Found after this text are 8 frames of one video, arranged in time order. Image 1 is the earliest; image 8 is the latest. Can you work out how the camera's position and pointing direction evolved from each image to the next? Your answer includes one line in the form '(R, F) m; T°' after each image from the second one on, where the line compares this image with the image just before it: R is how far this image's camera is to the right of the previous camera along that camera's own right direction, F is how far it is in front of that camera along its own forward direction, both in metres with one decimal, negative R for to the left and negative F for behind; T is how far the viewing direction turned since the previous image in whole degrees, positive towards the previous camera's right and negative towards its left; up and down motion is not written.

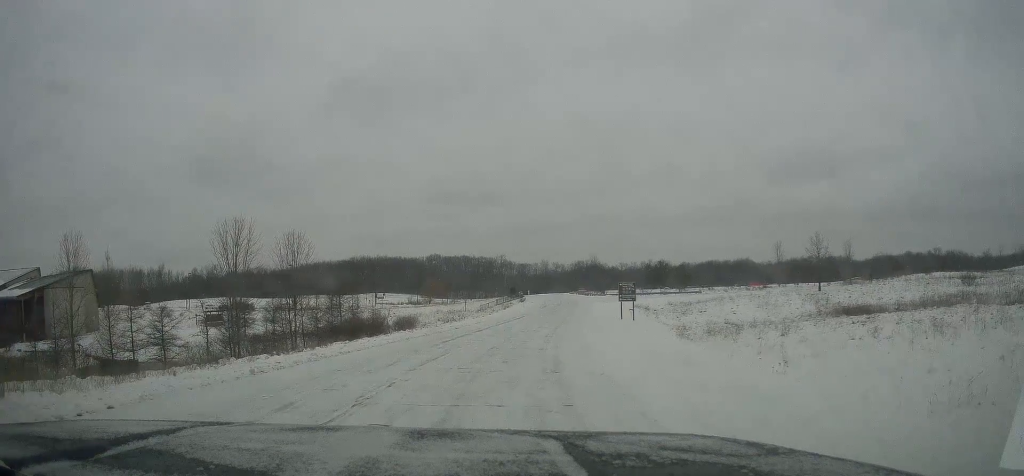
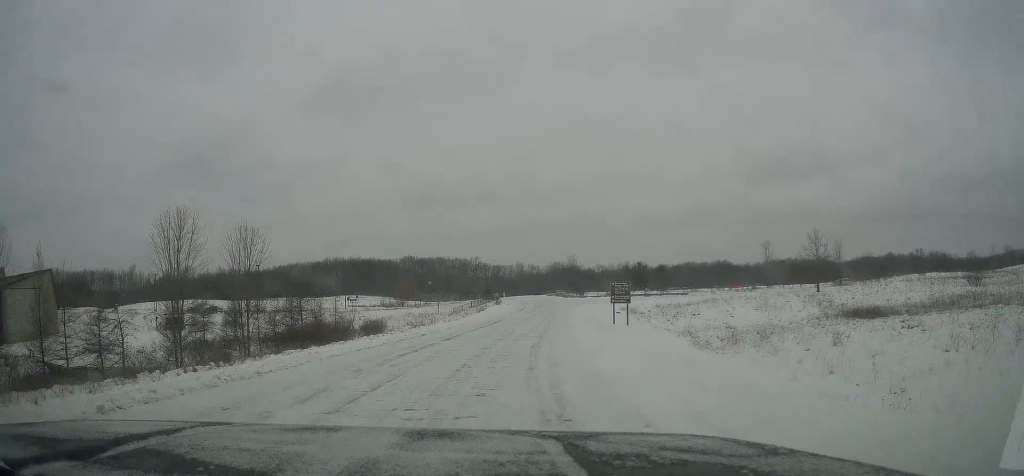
(+0.1, +5.5) m; +1°
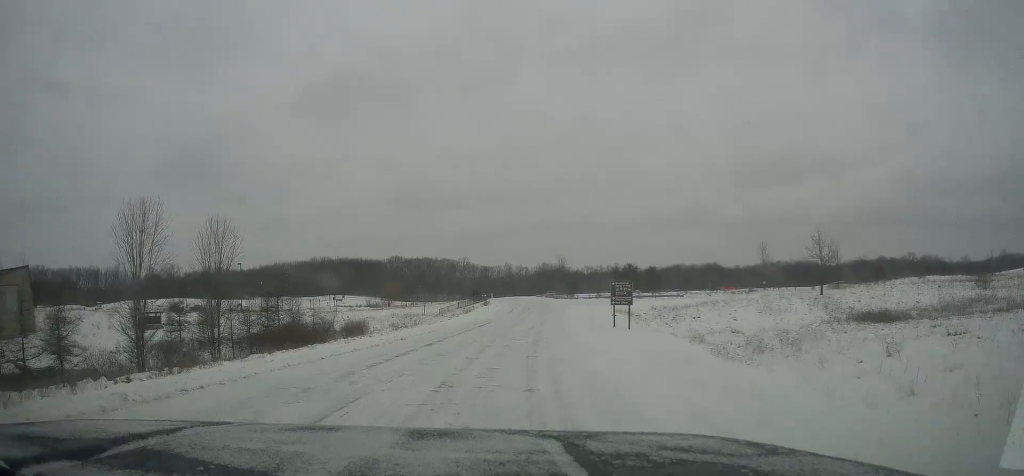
(0.0, +3.4) m; 0°
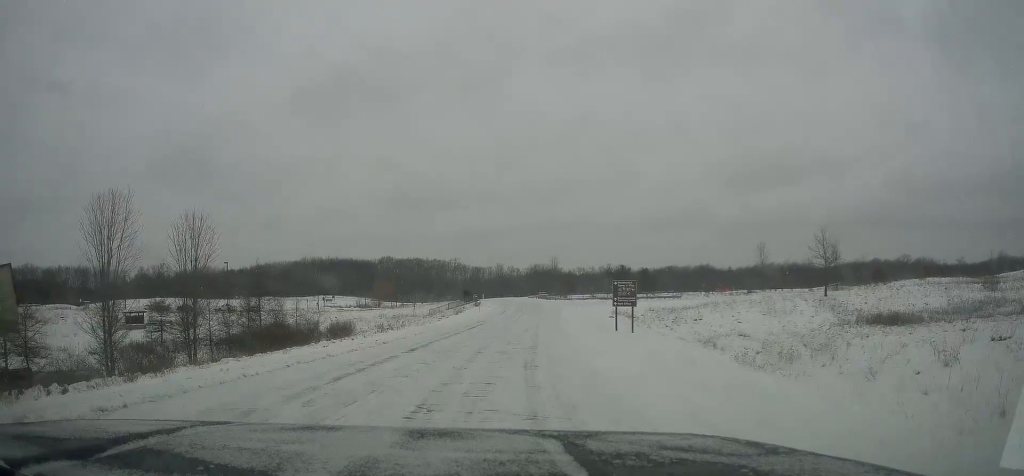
(0.0, +2.5) m; 0°
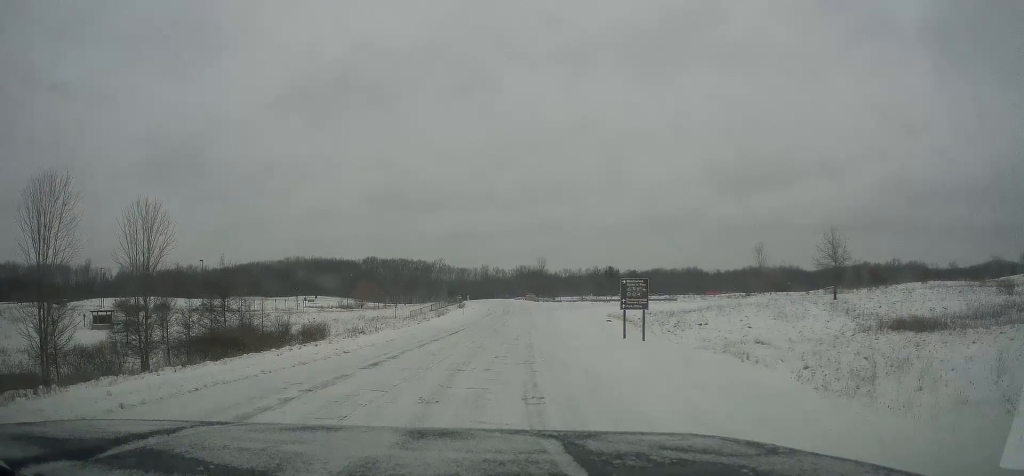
(0.0, +4.4) m; 0°
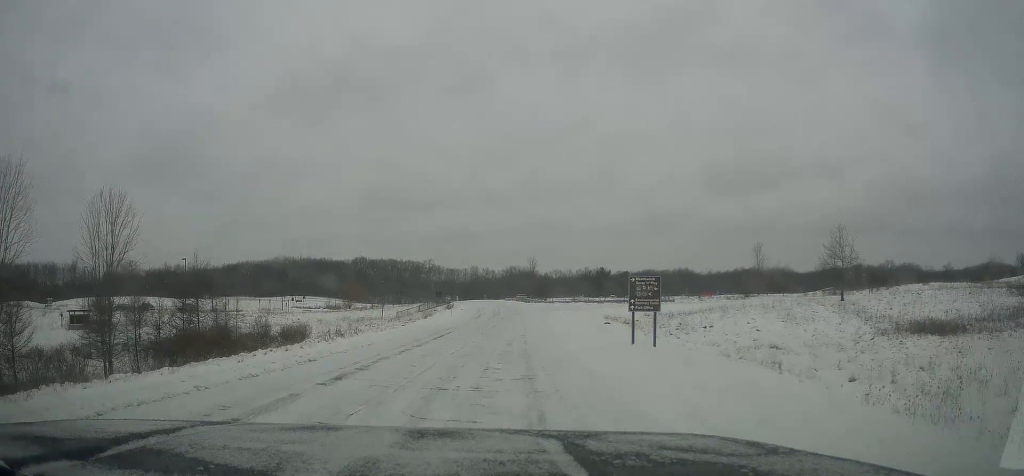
(0.0, +2.8) m; 0°
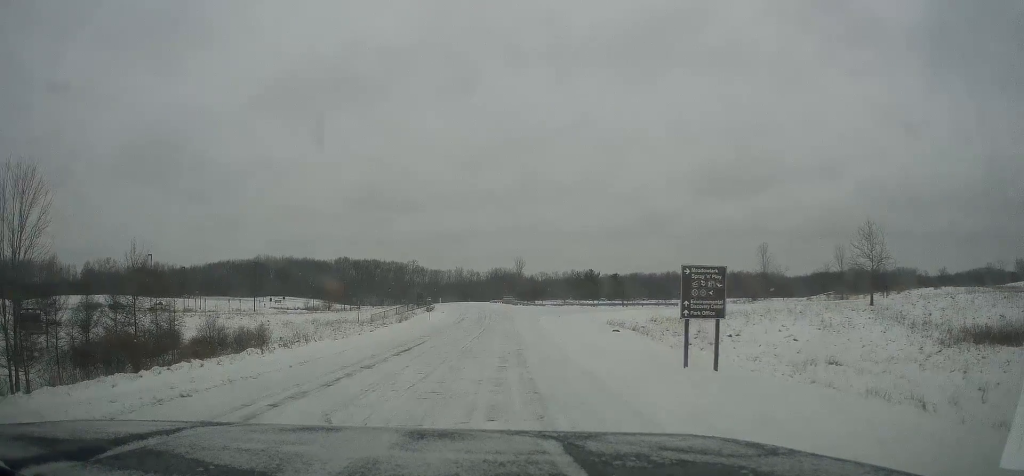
(0.0, +7.0) m; 0°
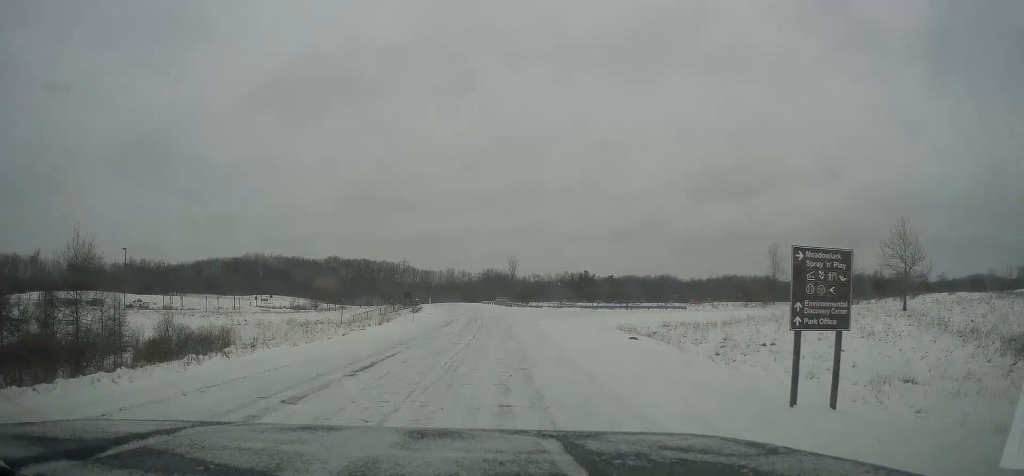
(0.0, +5.7) m; +4°
